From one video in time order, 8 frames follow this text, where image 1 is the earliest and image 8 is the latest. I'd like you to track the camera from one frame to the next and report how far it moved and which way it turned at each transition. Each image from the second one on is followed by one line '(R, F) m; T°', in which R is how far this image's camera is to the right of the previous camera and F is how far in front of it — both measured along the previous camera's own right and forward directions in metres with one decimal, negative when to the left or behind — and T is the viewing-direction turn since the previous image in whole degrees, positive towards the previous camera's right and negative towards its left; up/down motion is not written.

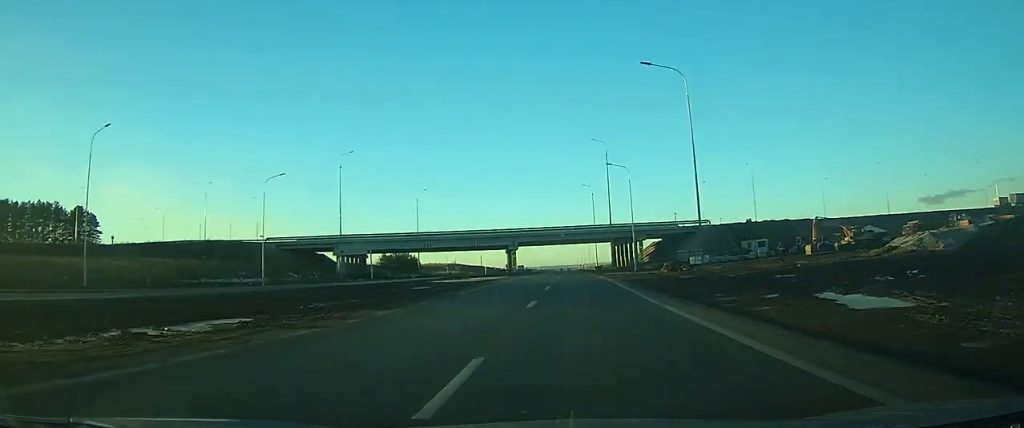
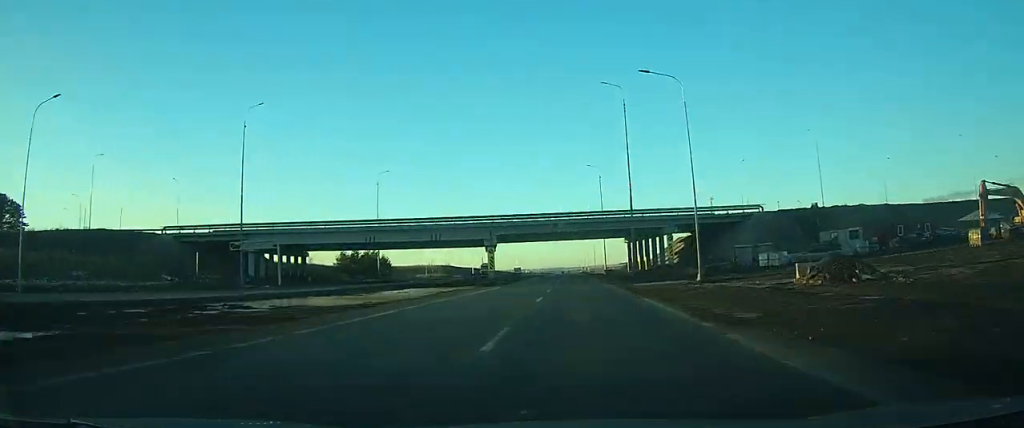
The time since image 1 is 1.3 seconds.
(-0.1, +30.4) m; 0°
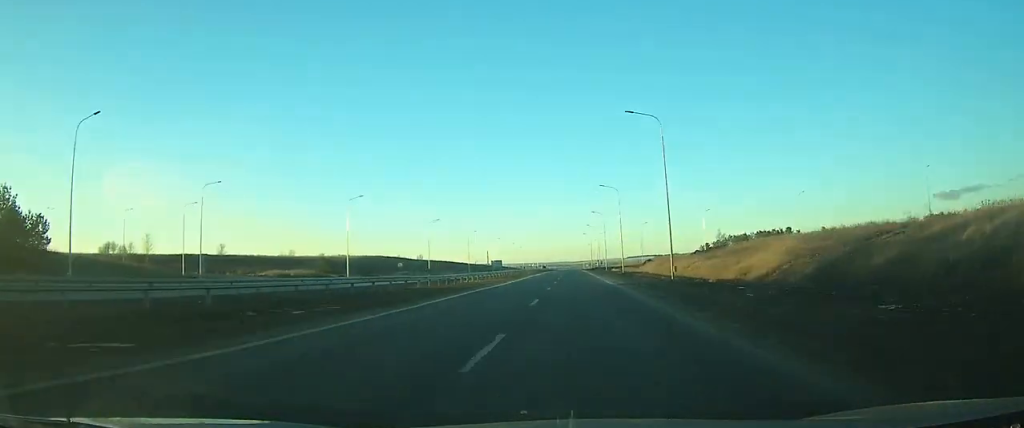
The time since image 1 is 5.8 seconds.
(-0.8, +115.8) m; -1°
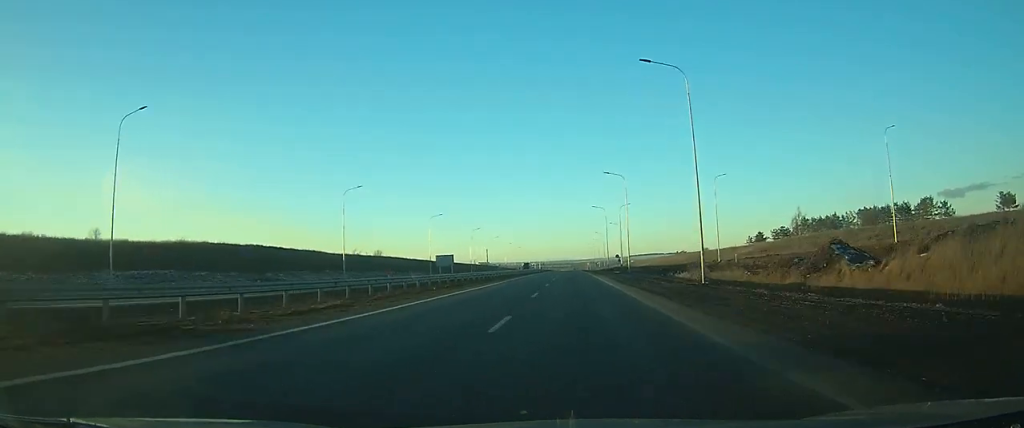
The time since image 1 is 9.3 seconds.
(-0.4, +87.6) m; 0°
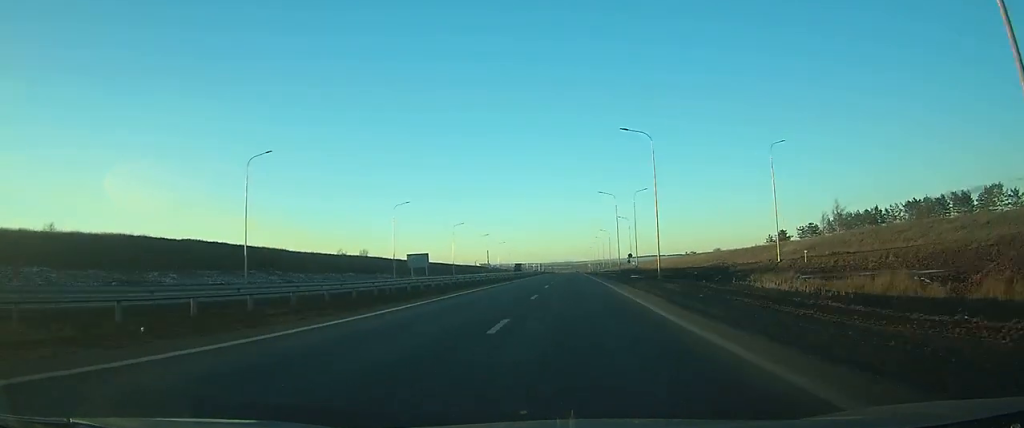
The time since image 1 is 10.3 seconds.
(0.0, +22.7) m; 0°
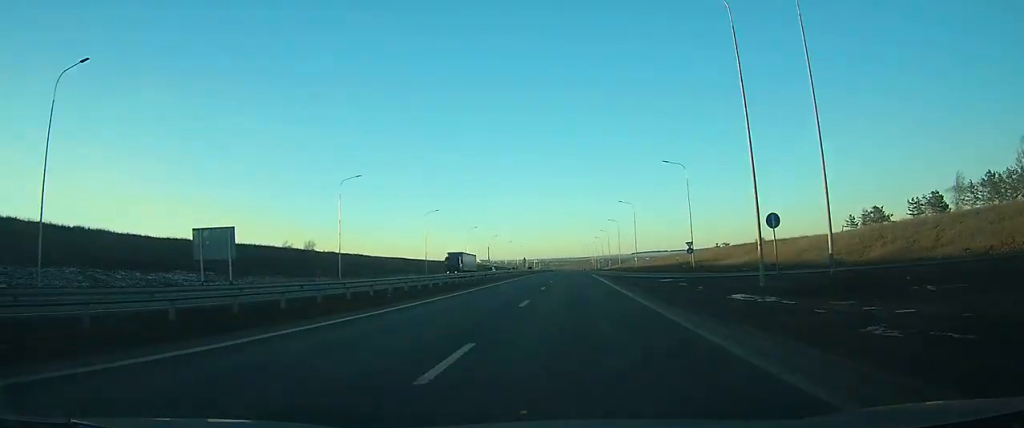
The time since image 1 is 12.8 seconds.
(0.0, +62.6) m; 0°
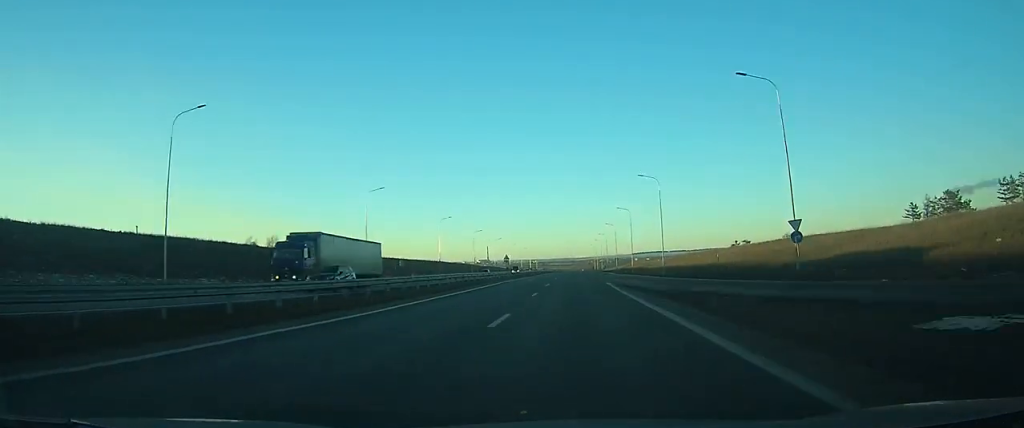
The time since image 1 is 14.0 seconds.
(-0.1, +31.4) m; 0°
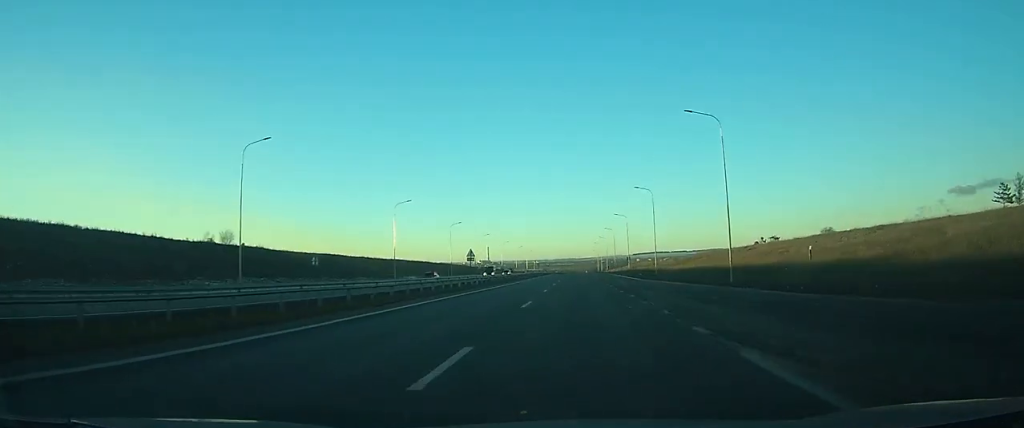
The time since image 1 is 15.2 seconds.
(+0.1, +31.2) m; 0°
